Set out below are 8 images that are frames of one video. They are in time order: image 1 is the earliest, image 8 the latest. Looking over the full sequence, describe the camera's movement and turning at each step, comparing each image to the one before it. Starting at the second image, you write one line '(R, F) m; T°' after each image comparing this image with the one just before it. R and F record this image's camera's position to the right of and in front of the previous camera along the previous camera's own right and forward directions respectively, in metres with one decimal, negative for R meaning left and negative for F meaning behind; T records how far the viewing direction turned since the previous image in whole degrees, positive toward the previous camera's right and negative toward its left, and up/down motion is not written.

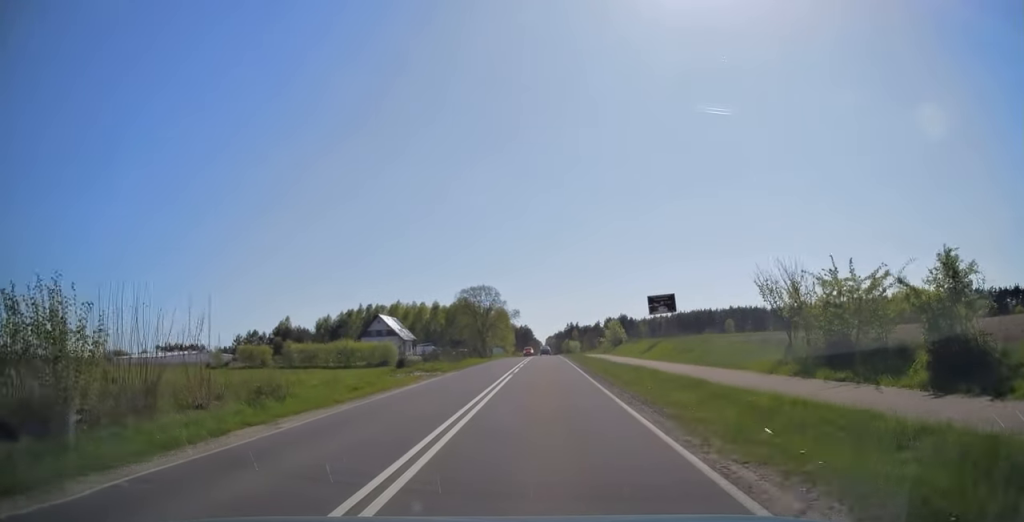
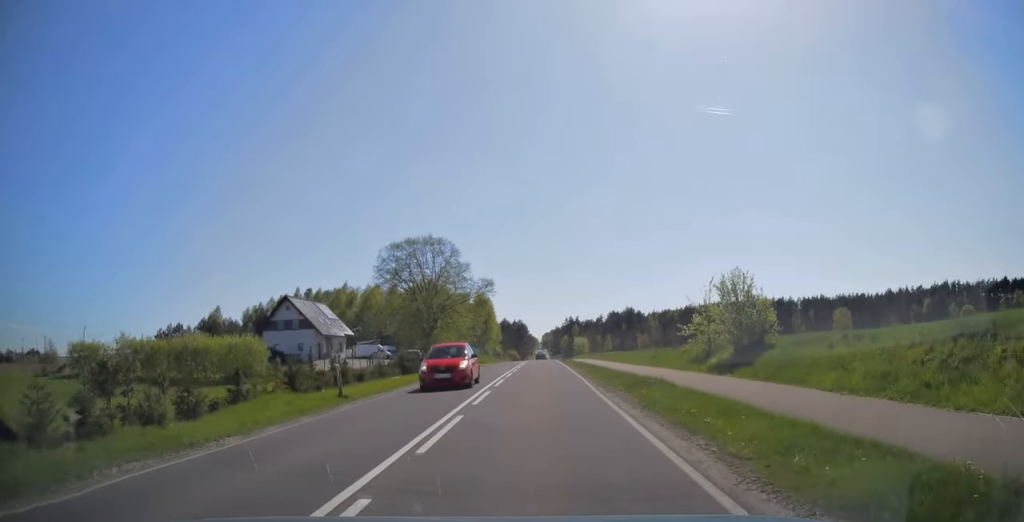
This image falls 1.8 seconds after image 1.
(+0.1, +44.4) m; 0°
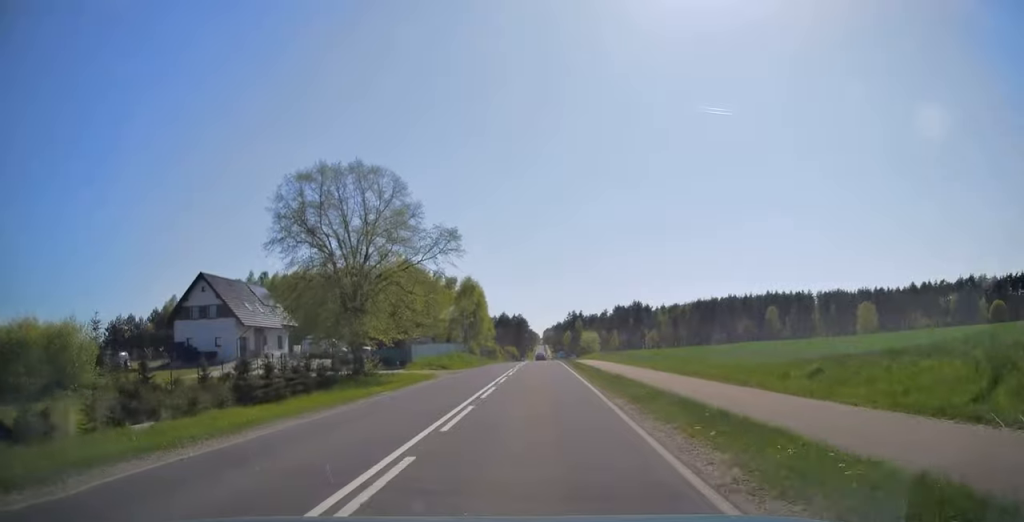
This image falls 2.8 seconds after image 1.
(0.0, +22.4) m; 0°
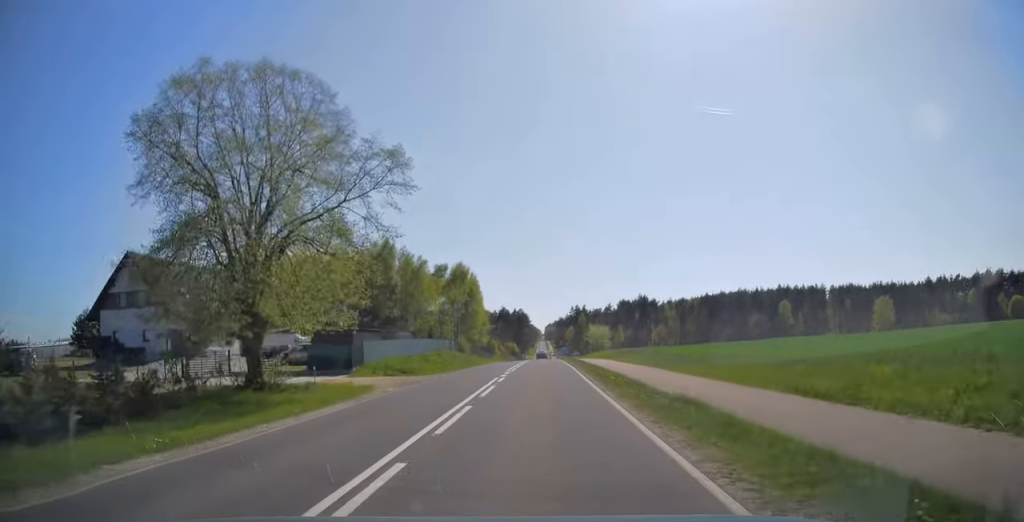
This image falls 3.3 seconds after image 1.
(0.0, +12.8) m; 0°
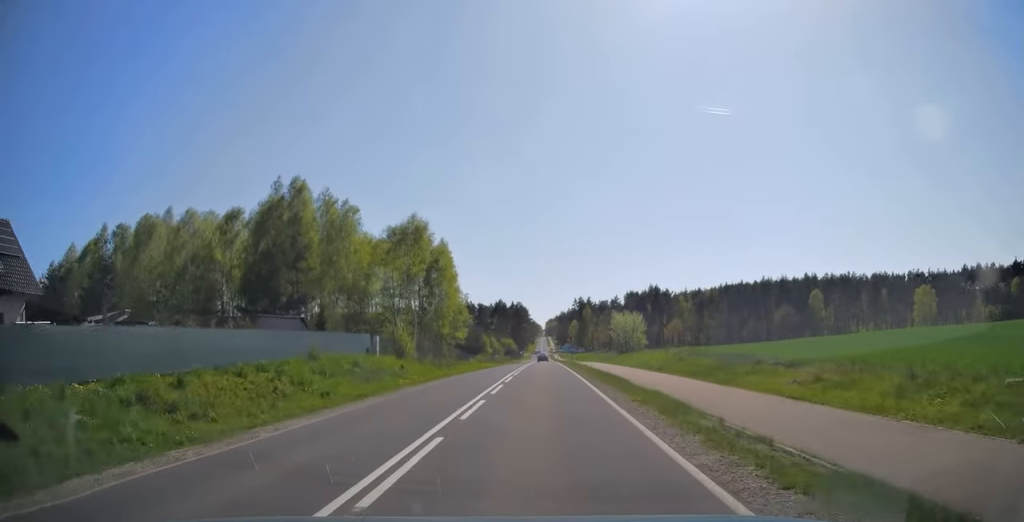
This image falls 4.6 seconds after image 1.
(-0.1, +30.0) m; 0°
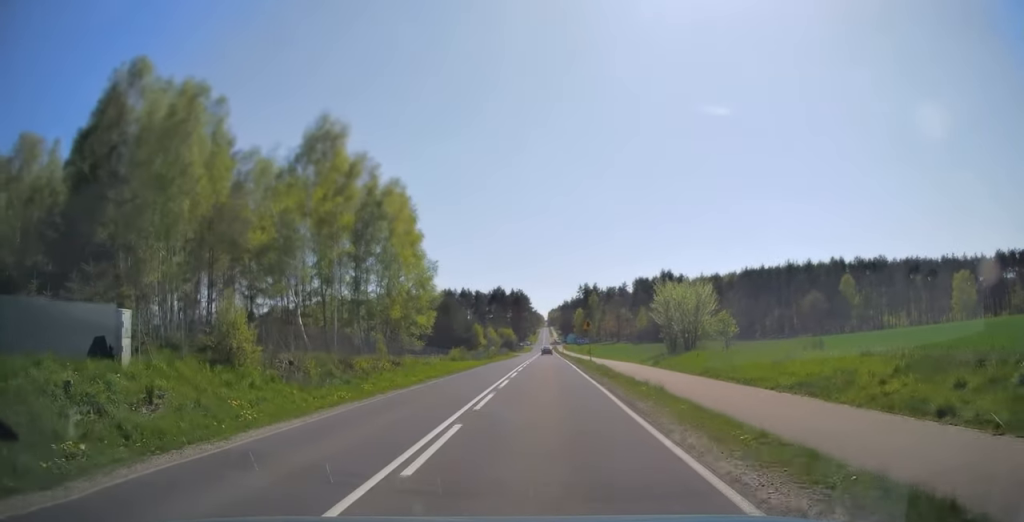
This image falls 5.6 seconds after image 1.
(+0.1, +23.1) m; 0°
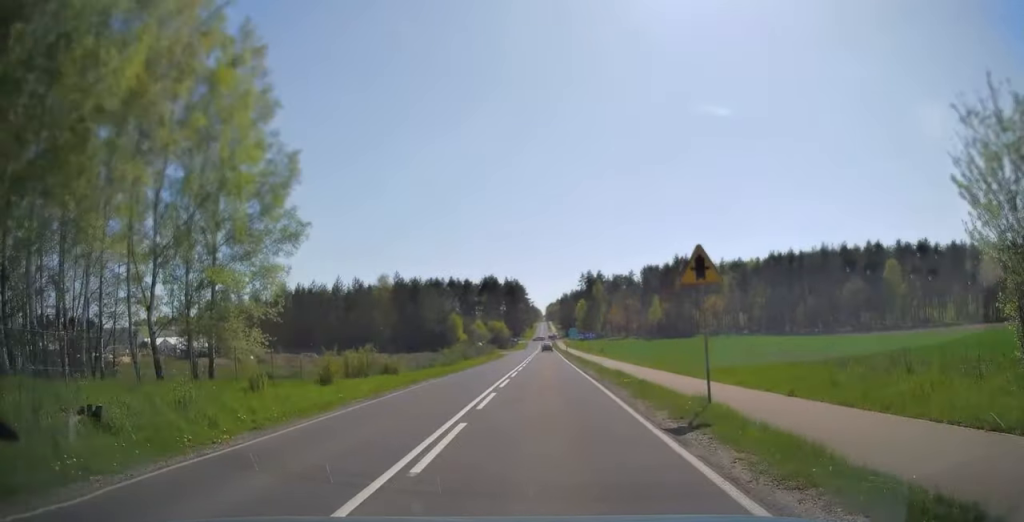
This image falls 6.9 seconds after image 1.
(-0.3, +30.2) m; 0°
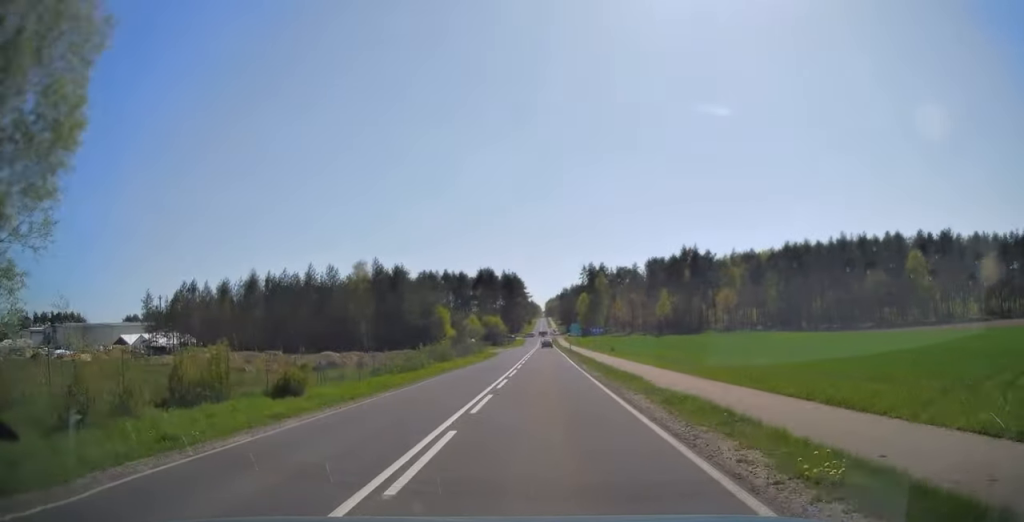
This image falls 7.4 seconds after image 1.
(+0.1, +13.0) m; 0°
